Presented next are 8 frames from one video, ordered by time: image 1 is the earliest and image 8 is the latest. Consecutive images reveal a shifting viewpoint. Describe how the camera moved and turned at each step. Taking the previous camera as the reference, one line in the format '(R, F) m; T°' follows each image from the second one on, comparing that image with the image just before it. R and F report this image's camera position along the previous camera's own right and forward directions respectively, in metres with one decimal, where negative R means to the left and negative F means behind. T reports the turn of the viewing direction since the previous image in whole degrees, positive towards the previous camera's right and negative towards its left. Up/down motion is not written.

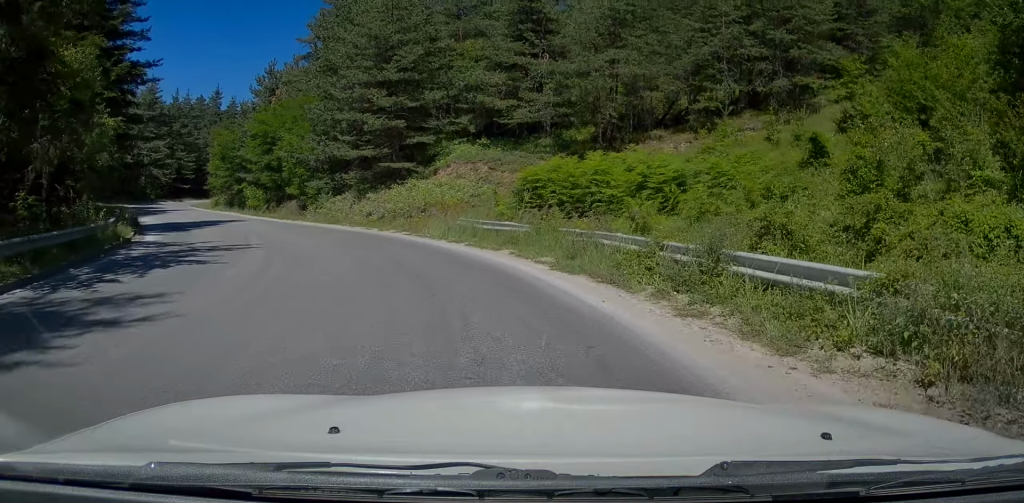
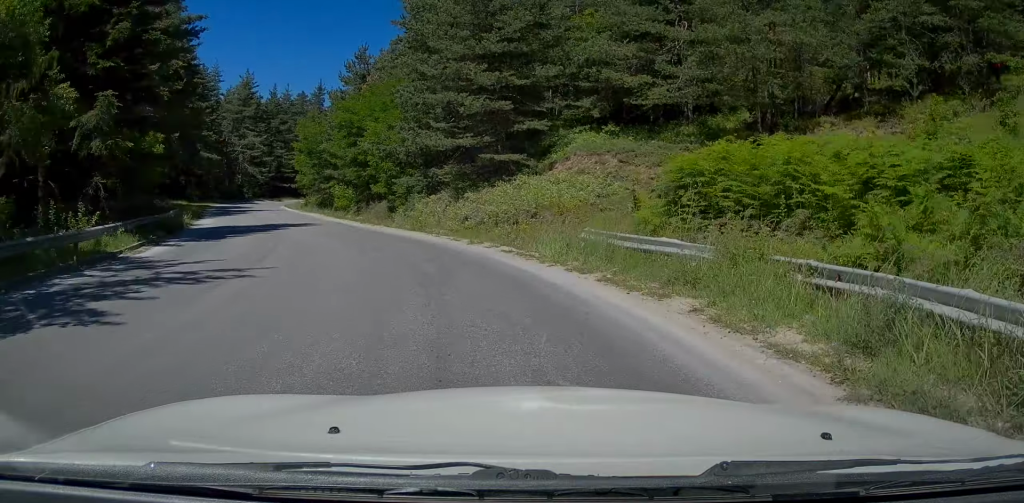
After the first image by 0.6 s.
(-1.2, +7.2) m; -11°
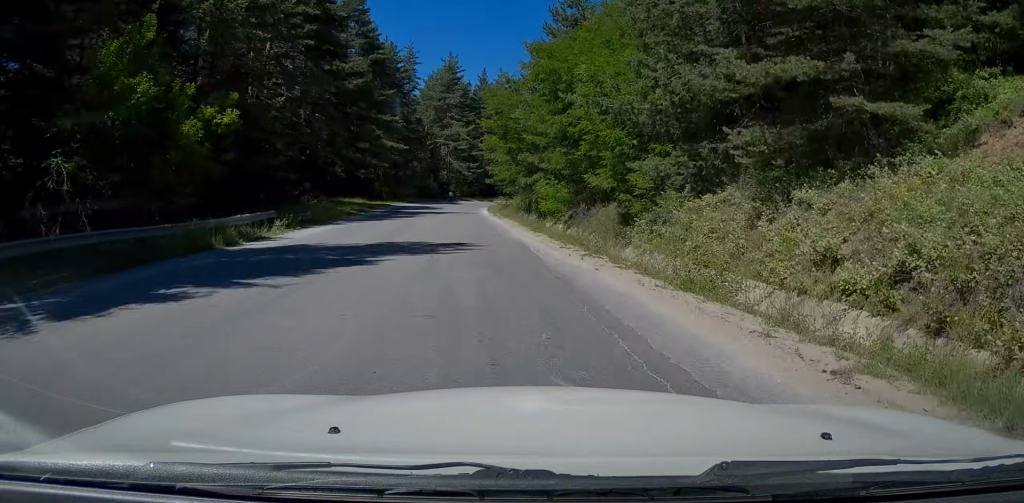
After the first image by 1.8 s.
(-2.8, +16.1) m; -18°
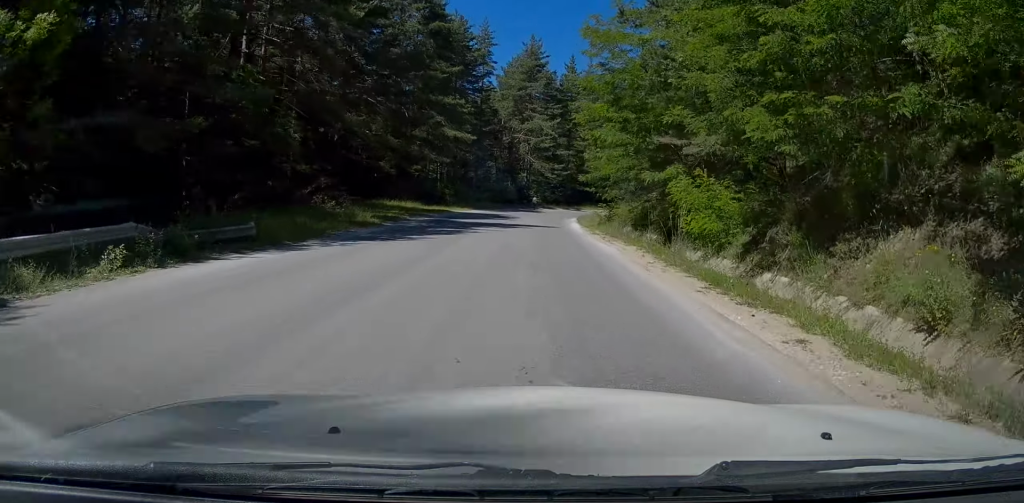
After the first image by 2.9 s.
(-1.5, +14.8) m; -4°
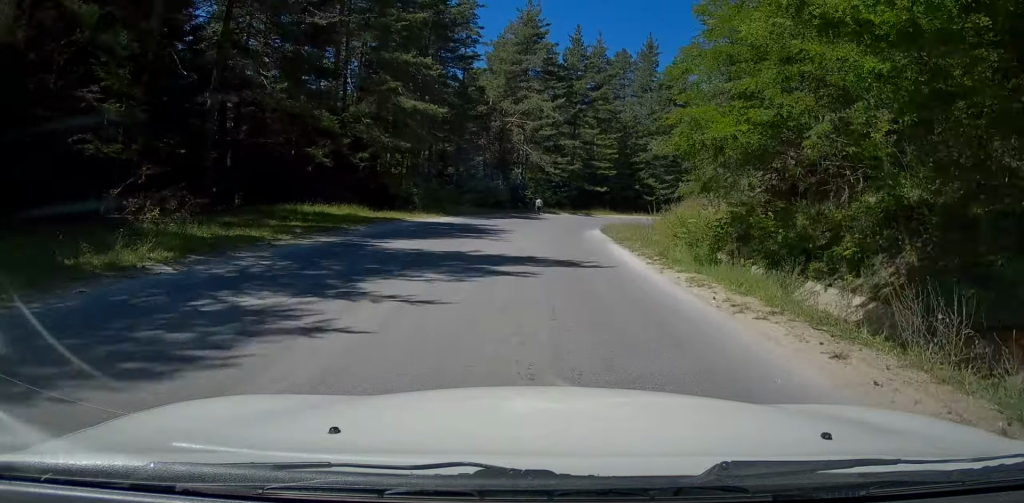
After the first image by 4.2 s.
(+0.6, +16.7) m; +2°
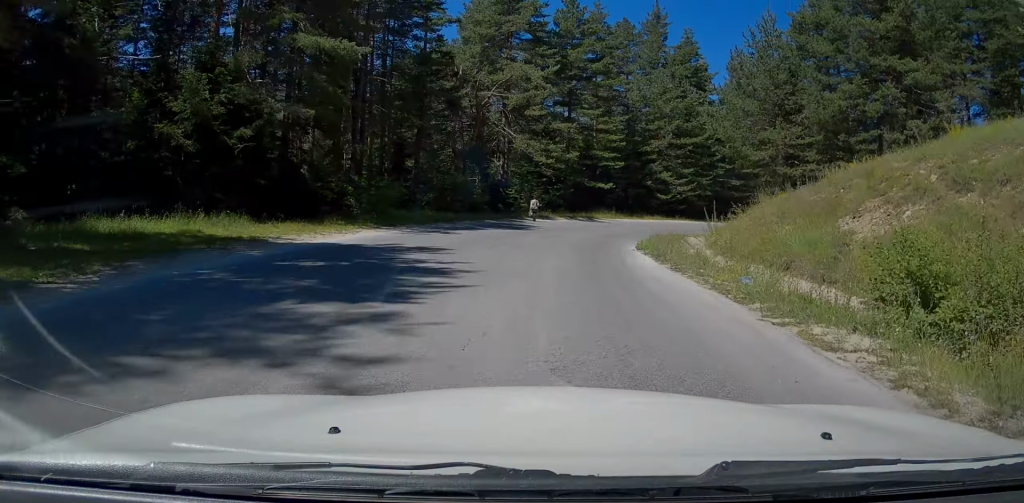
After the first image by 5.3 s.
(0.0, +14.1) m; +3°
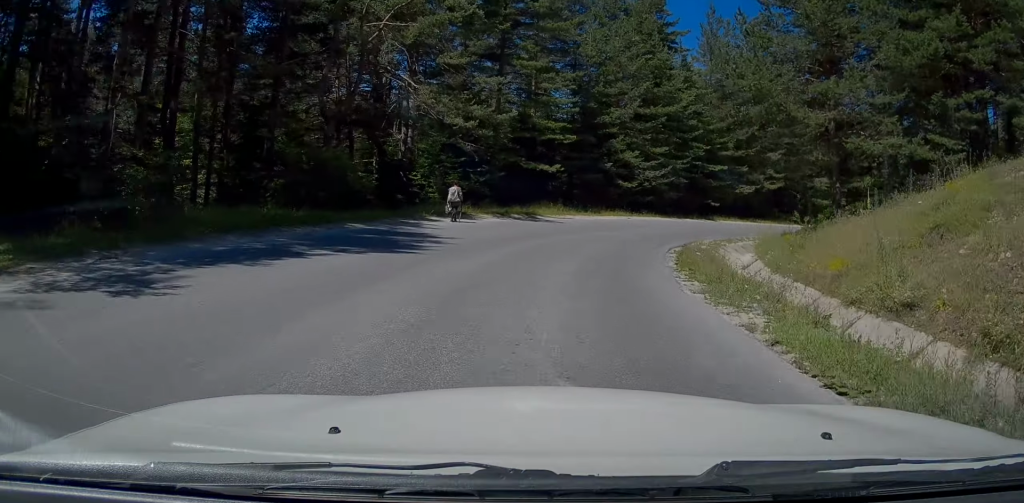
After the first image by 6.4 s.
(+0.9, +14.5) m; +9°
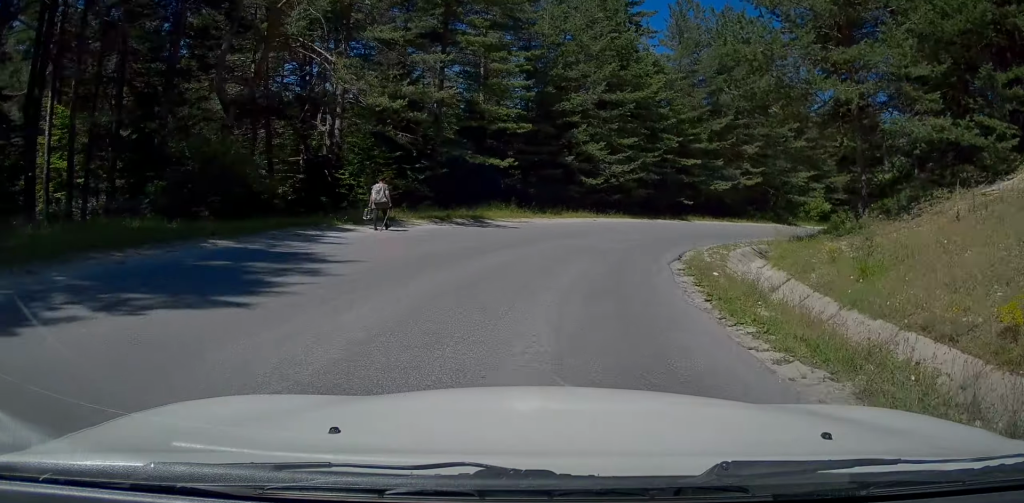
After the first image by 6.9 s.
(-0.3, +5.3) m; +5°
